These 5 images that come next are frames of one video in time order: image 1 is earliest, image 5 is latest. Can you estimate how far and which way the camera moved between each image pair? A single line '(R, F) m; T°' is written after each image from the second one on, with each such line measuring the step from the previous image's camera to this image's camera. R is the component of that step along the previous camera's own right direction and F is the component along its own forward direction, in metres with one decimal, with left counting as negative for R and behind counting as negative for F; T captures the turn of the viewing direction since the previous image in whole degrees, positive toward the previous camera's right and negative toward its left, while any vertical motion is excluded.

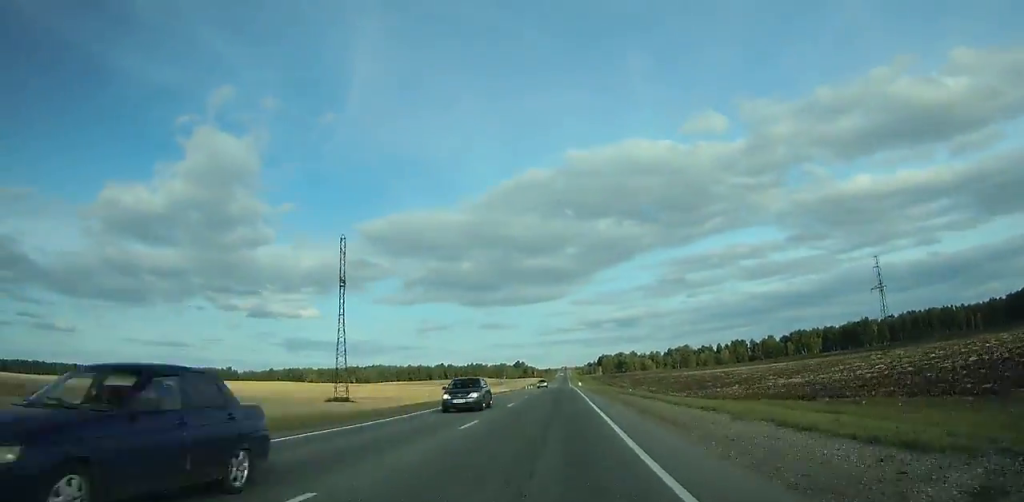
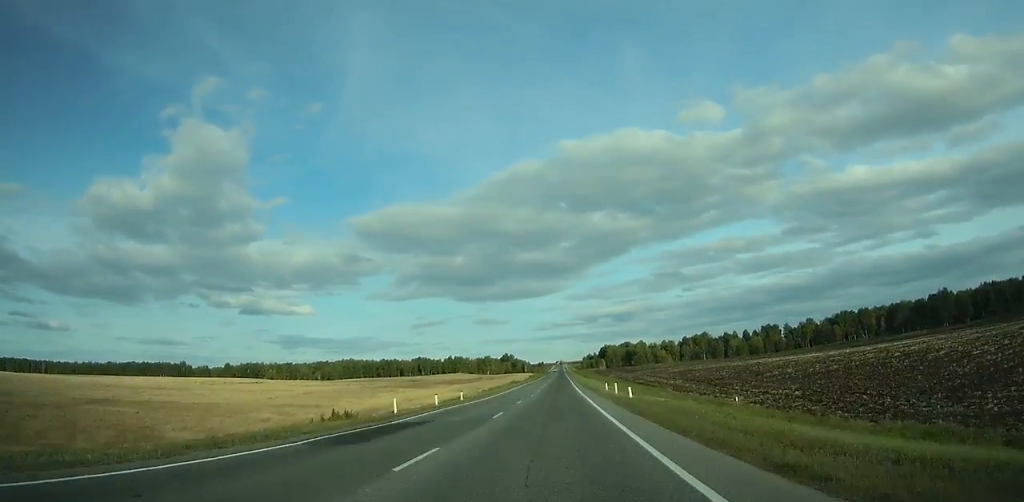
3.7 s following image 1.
(-0.5, +103.9) m; 0°
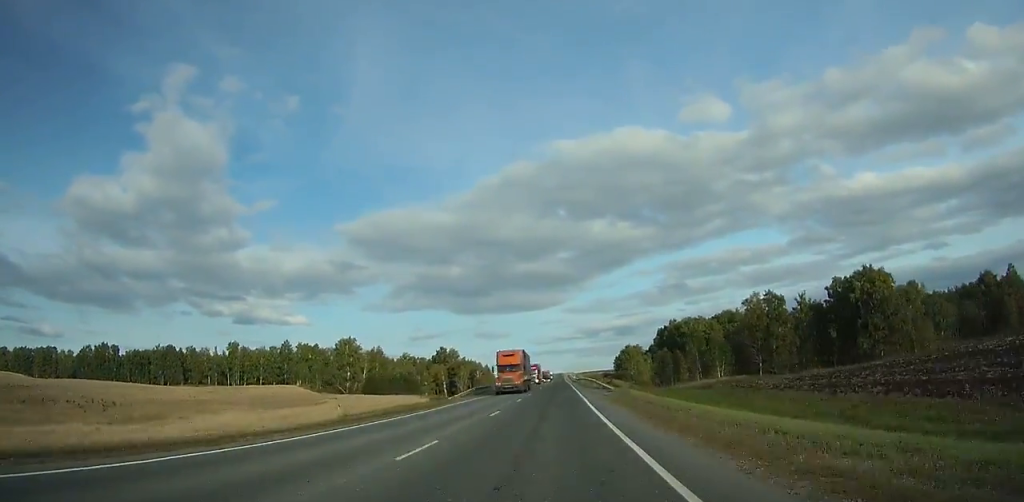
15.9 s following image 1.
(+1.5, +335.6) m; 0°
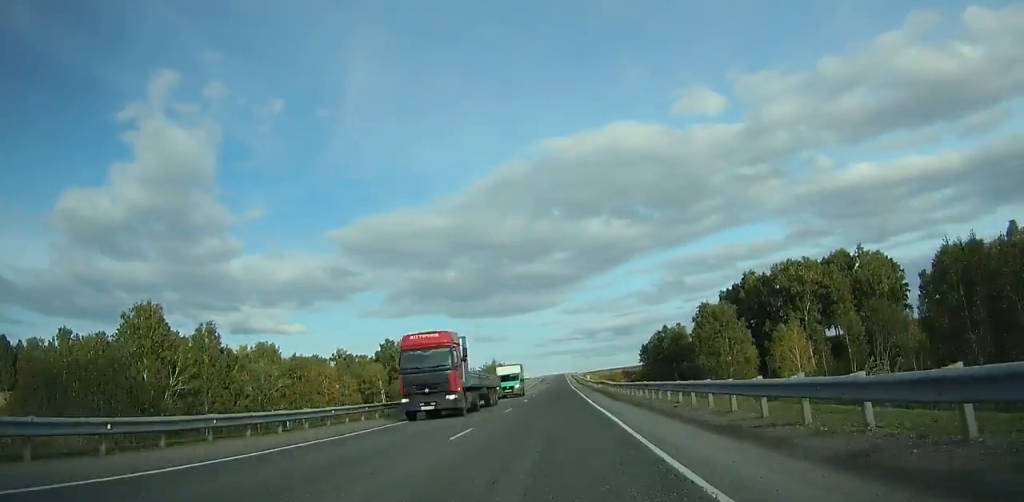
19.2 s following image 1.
(+0.2, +92.2) m; 0°
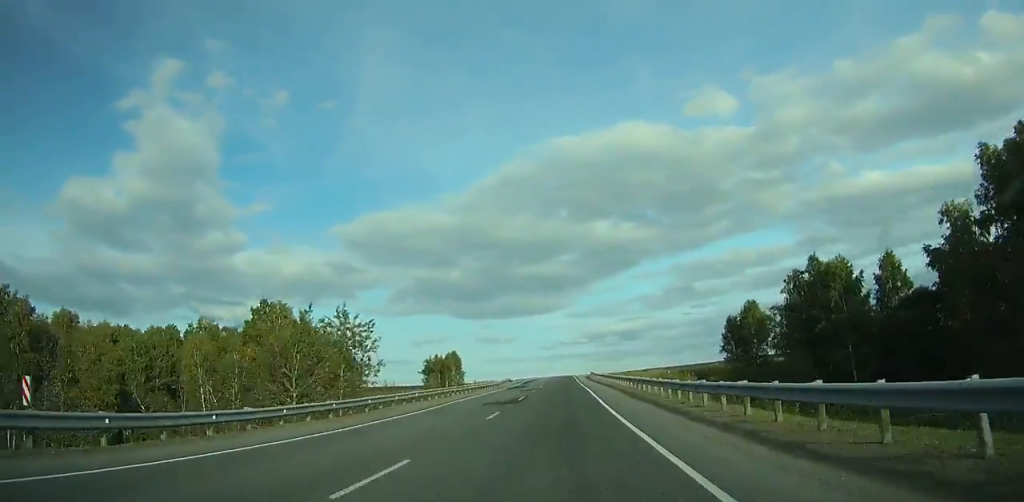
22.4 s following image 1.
(-0.4, +90.9) m; 0°
